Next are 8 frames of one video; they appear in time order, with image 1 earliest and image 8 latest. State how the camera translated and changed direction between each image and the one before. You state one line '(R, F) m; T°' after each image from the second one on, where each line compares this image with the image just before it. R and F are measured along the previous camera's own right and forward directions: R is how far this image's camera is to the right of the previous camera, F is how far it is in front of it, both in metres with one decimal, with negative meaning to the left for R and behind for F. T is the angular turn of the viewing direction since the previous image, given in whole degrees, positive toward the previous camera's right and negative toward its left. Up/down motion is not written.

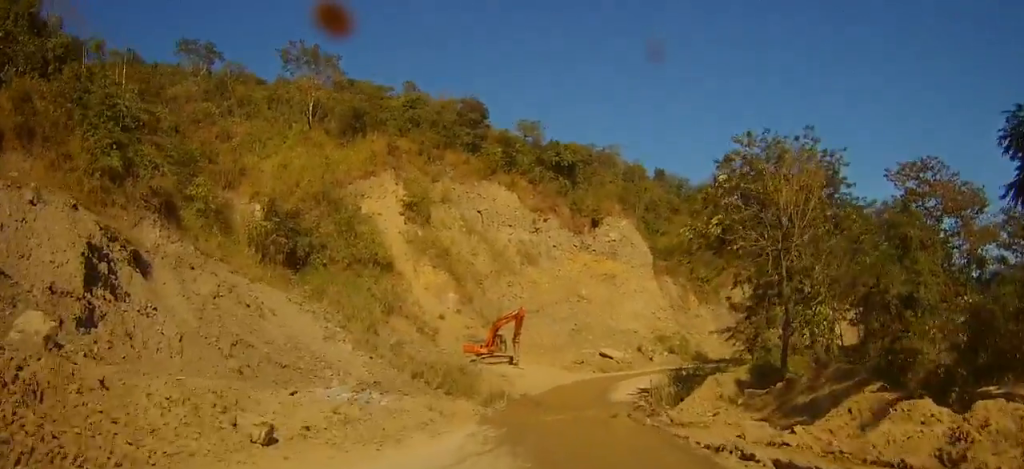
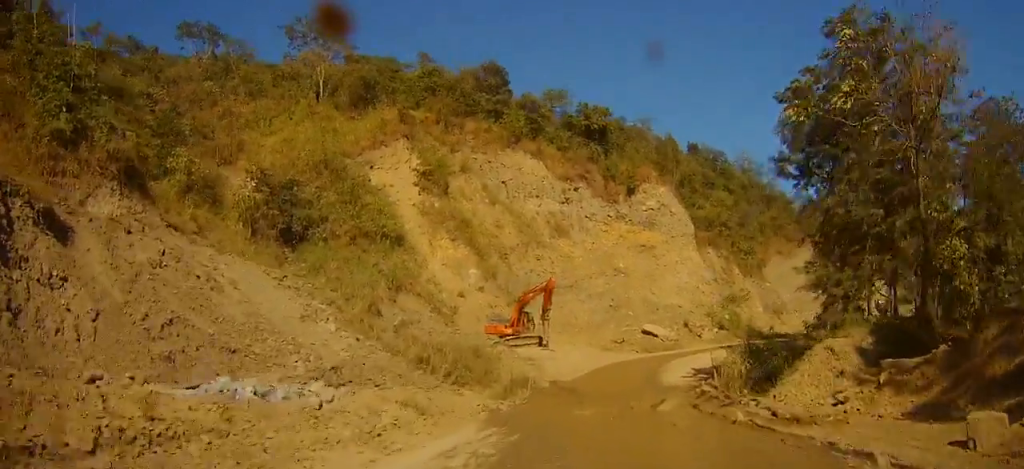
(-0.3, +9.6) m; -3°
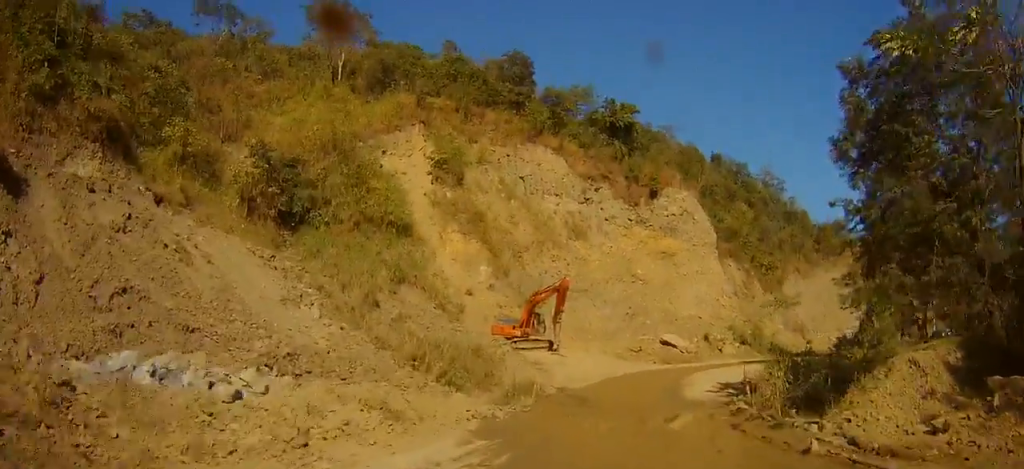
(-0.1, +4.4) m; -1°
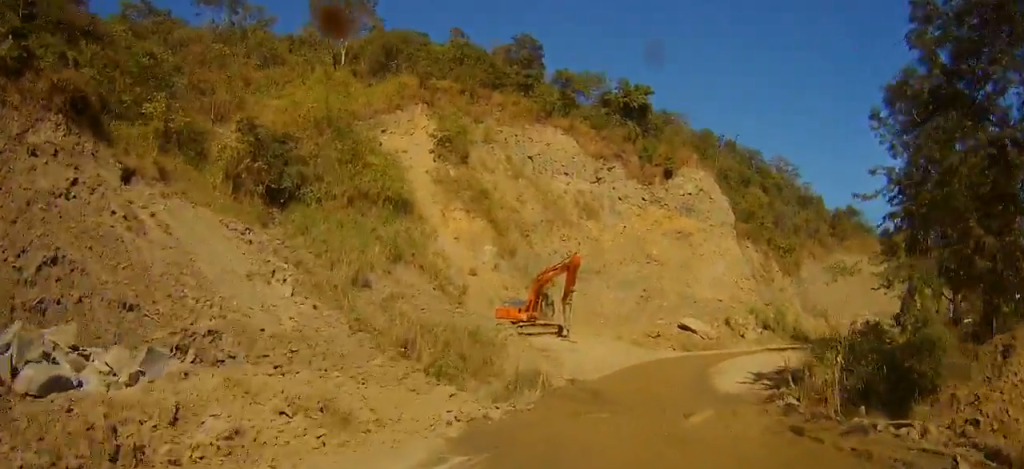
(0.0, +4.6) m; -1°
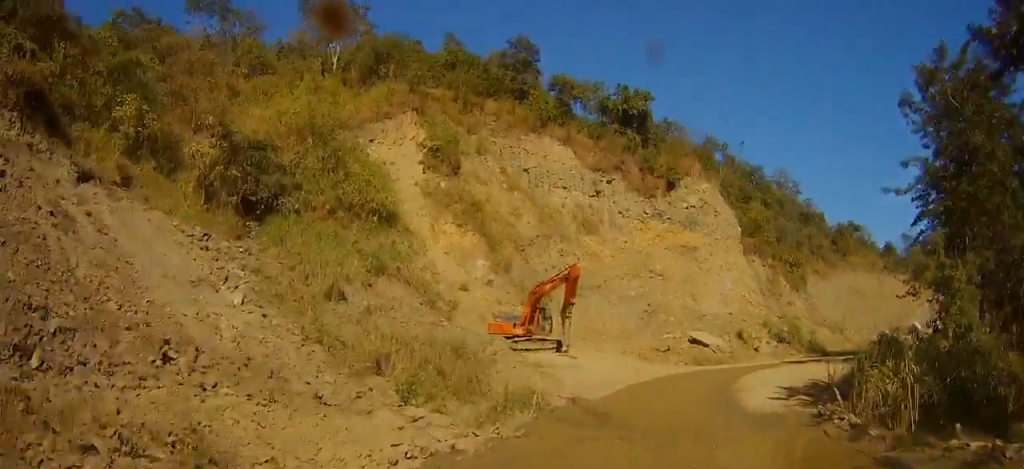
(0.0, +4.6) m; 0°
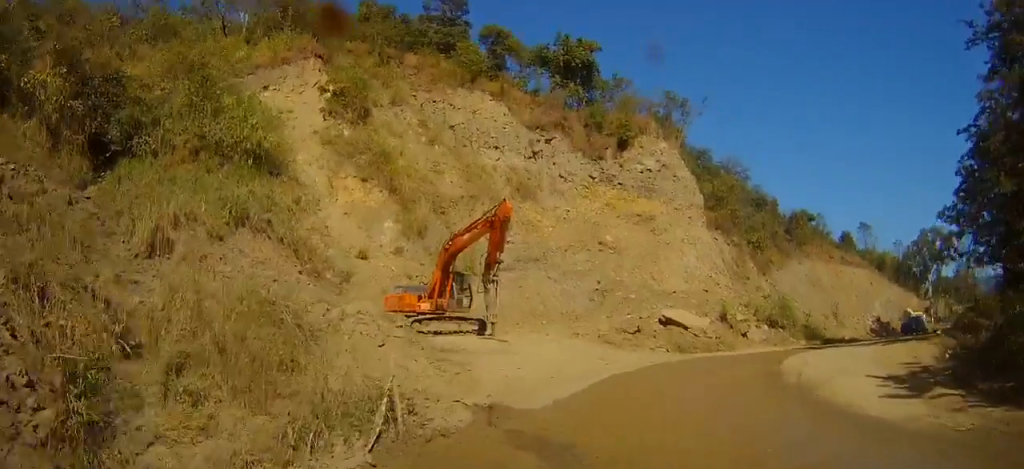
(+0.6, +13.1) m; +10°
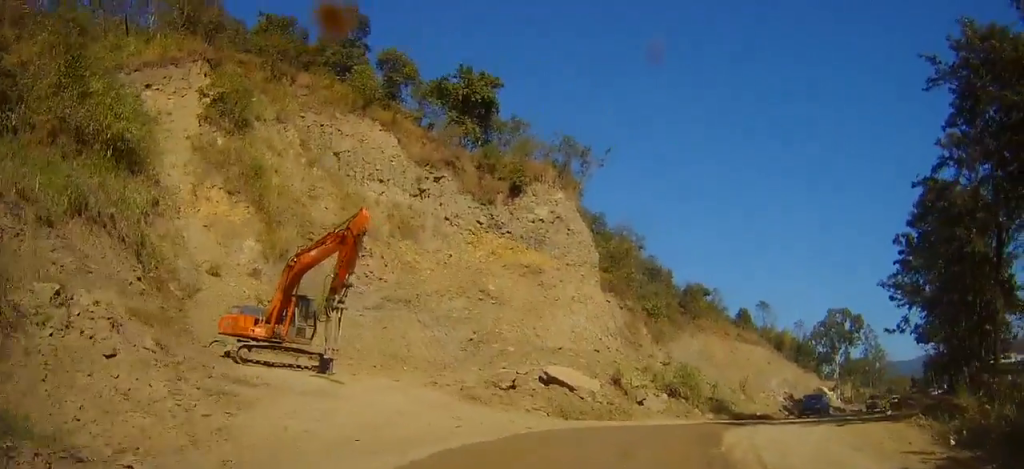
(+0.4, +5.7) m; +9°
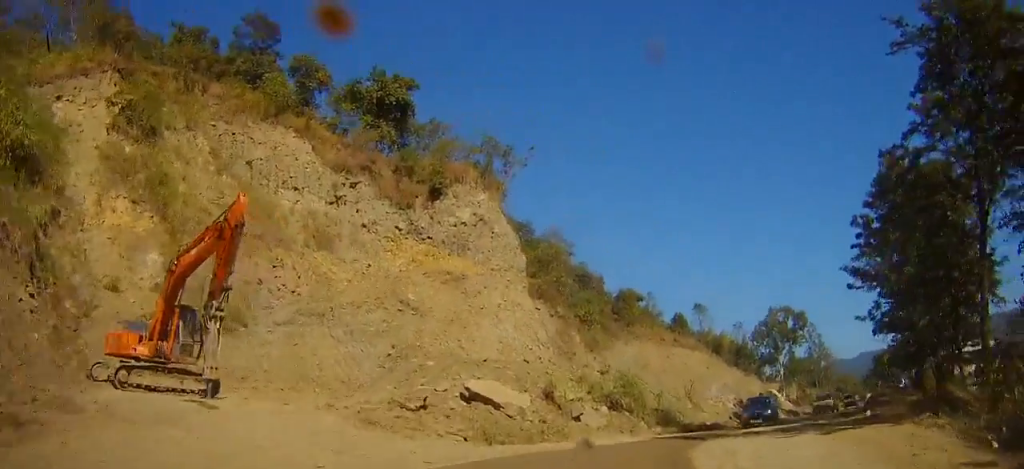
(+0.3, +3.7) m; +3°
